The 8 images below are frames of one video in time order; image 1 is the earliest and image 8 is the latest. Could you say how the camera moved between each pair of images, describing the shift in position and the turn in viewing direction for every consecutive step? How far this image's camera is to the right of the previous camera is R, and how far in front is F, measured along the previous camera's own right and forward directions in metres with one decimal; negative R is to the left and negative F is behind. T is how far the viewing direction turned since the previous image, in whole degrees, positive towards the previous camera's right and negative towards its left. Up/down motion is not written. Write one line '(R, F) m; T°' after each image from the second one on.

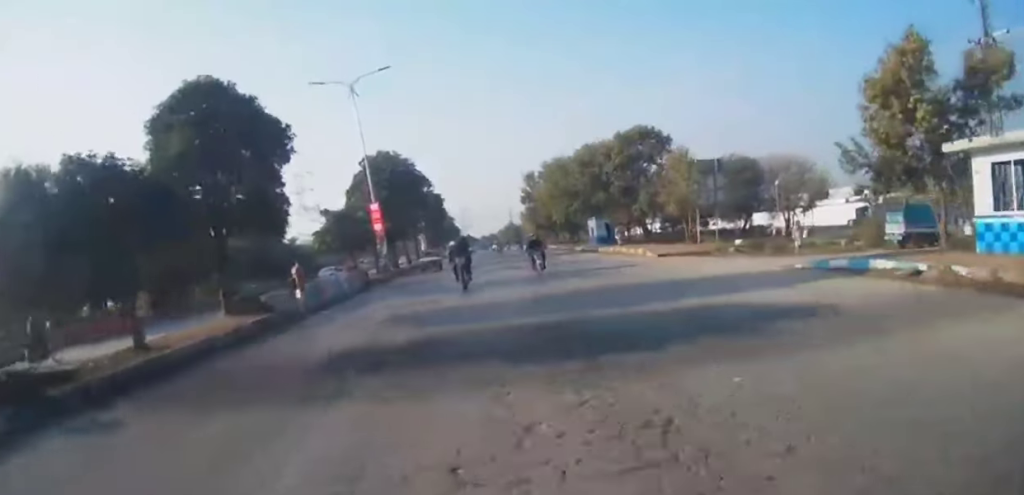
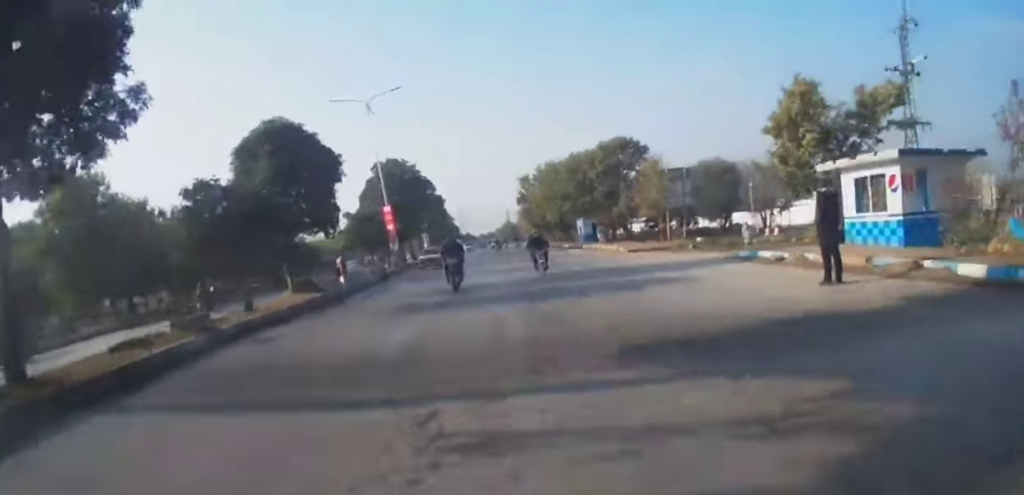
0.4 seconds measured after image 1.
(-0.1, +6.3) m; 0°
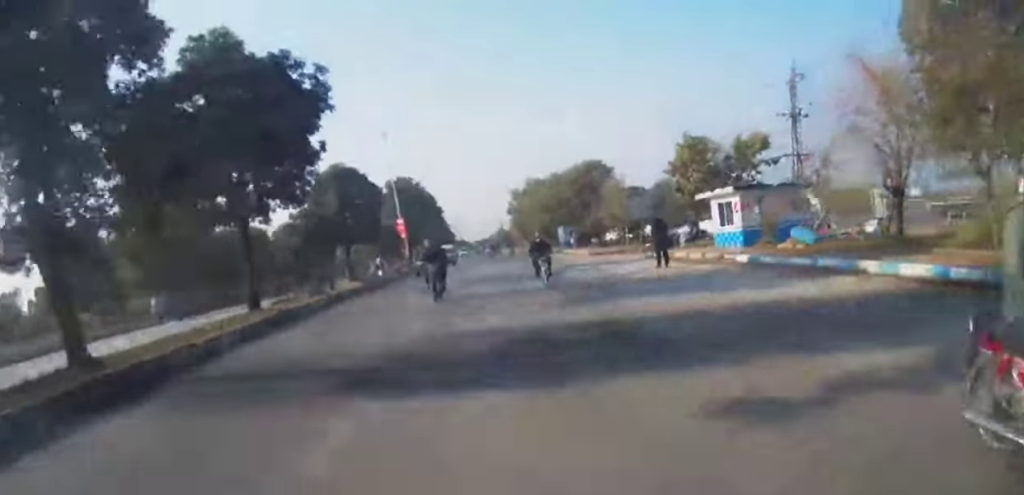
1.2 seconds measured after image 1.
(0.0, +11.2) m; 0°
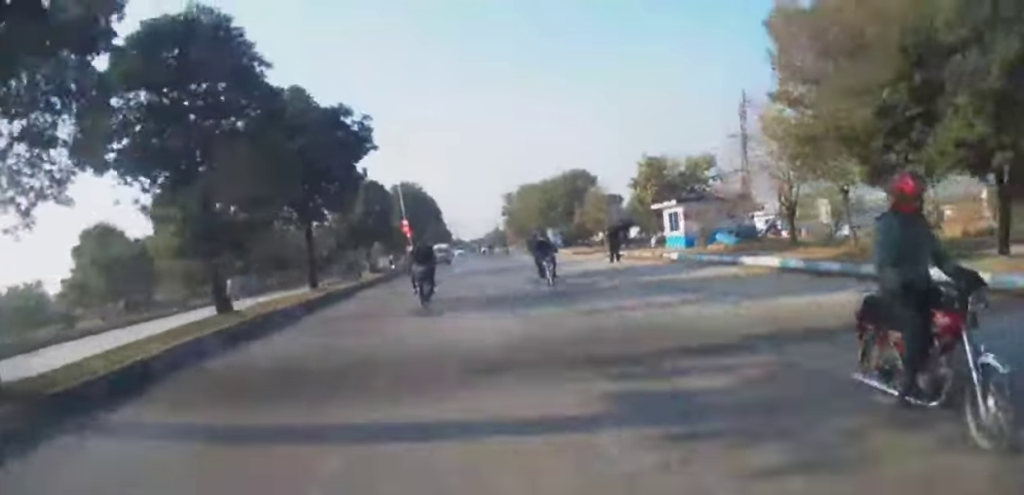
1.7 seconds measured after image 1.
(+0.2, +7.4) m; 0°
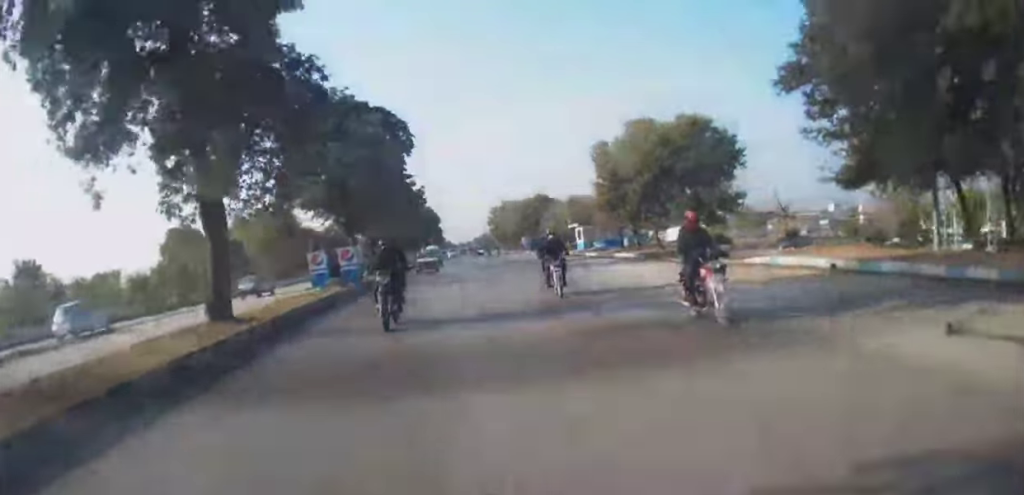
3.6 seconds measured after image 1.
(+1.1, +28.6) m; +3°
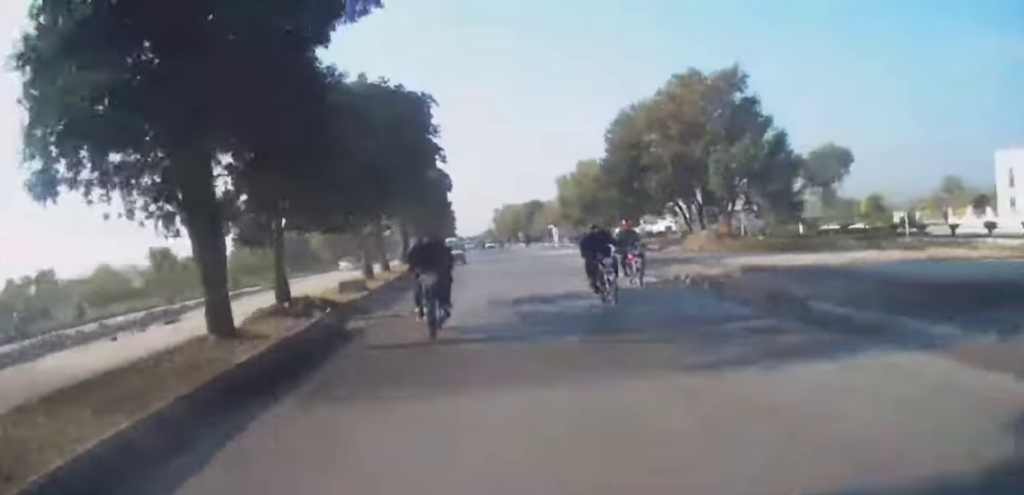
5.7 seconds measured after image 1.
(-1.7, +29.3) m; -3°
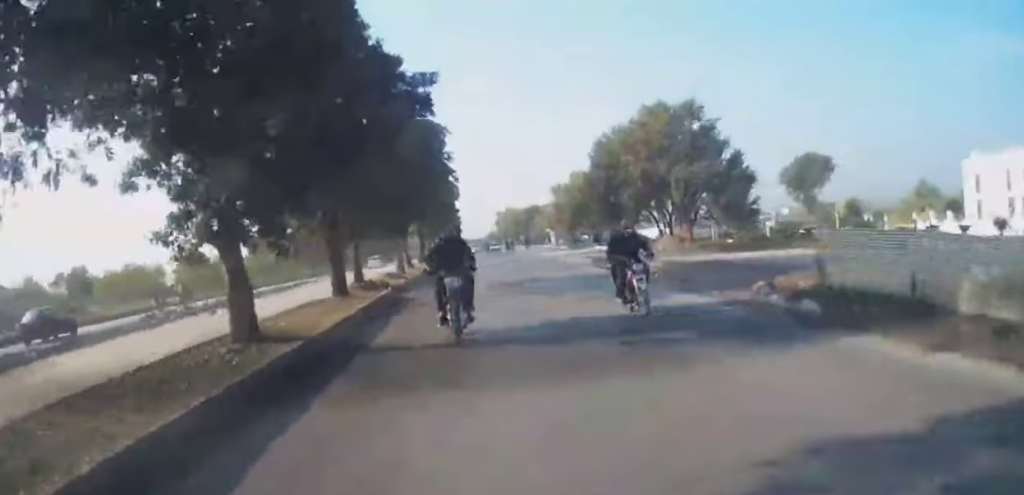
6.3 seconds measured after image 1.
(+0.1, +8.4) m; +1°
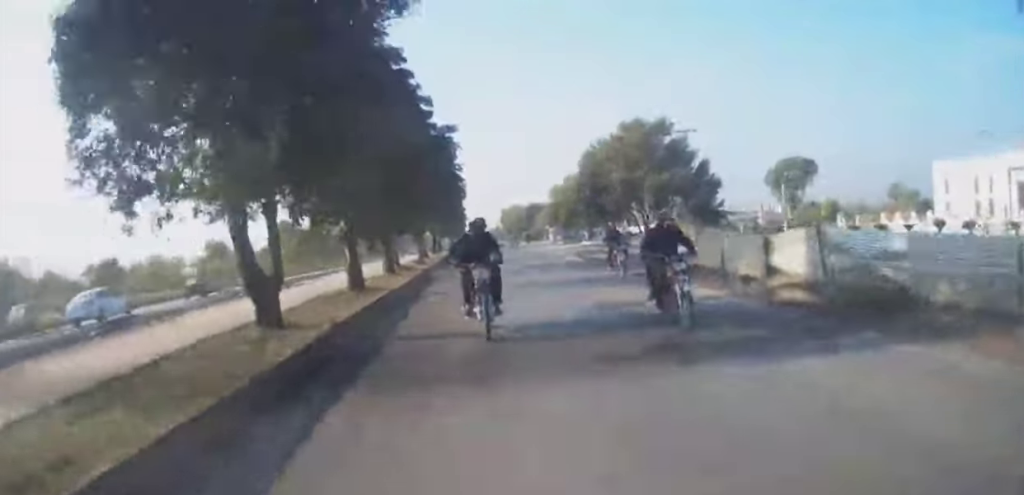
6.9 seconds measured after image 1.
(+0.1, +8.9) m; +1°
